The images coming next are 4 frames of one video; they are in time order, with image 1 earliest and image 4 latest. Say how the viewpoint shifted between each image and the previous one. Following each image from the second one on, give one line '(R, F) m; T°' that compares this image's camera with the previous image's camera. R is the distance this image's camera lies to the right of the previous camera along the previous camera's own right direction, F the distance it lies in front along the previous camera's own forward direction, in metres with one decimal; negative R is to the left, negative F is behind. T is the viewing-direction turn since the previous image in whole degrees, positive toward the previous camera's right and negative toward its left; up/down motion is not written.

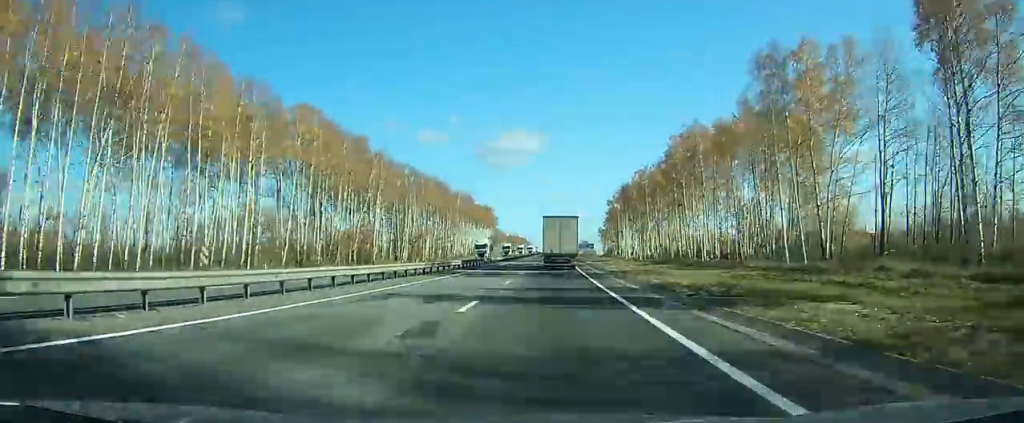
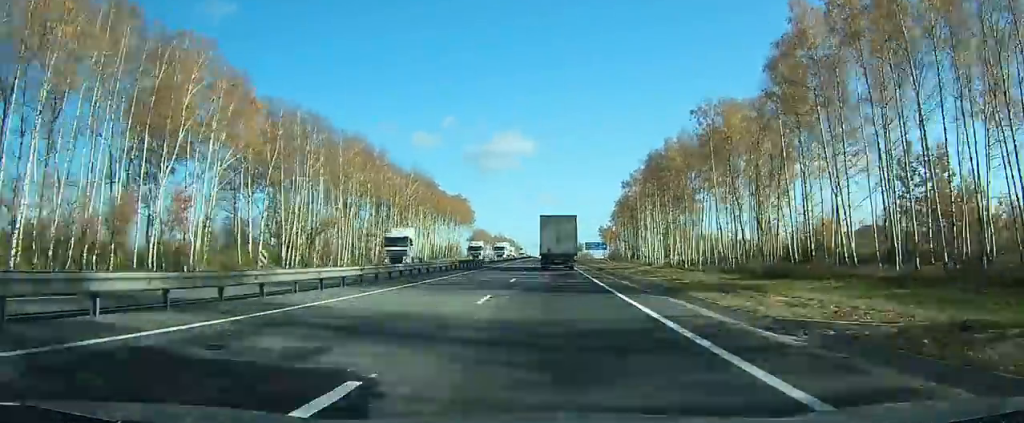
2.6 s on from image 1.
(+0.4, +57.6) m; +1°
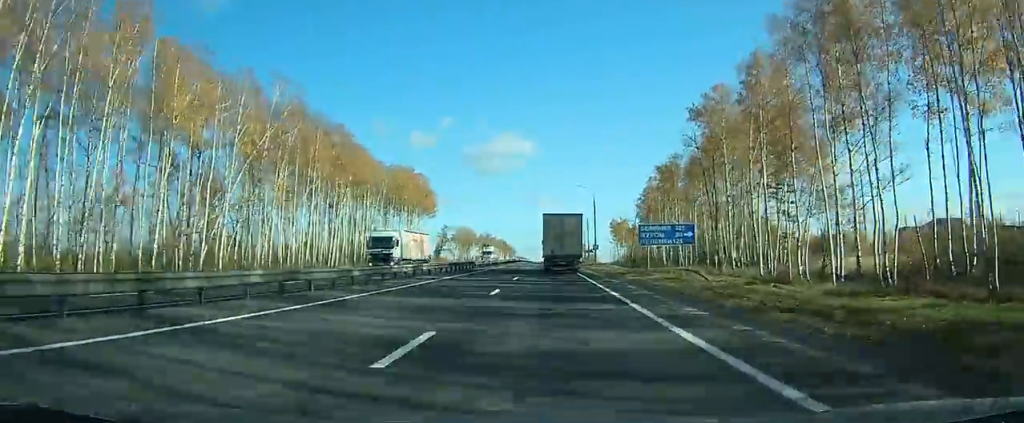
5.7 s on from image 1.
(+0.3, +65.7) m; 0°
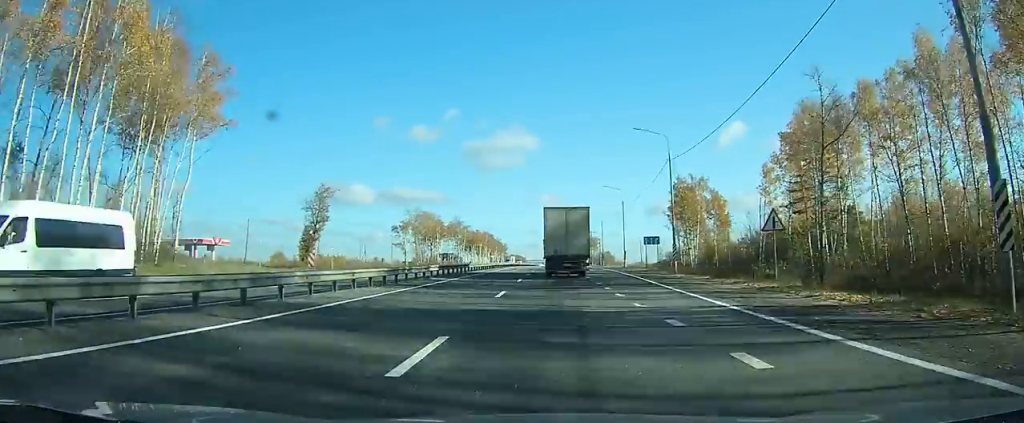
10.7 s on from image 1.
(+0.5, +110.1) m; 0°
